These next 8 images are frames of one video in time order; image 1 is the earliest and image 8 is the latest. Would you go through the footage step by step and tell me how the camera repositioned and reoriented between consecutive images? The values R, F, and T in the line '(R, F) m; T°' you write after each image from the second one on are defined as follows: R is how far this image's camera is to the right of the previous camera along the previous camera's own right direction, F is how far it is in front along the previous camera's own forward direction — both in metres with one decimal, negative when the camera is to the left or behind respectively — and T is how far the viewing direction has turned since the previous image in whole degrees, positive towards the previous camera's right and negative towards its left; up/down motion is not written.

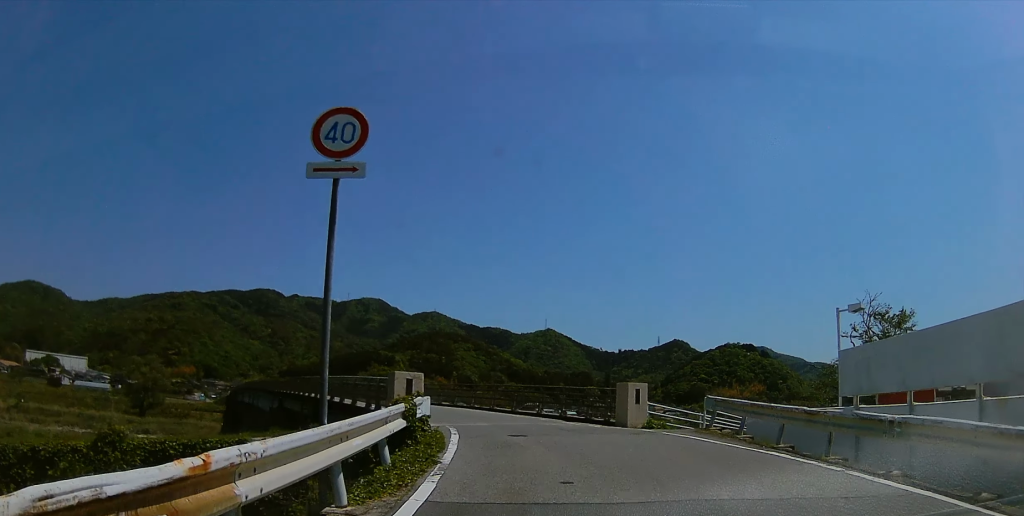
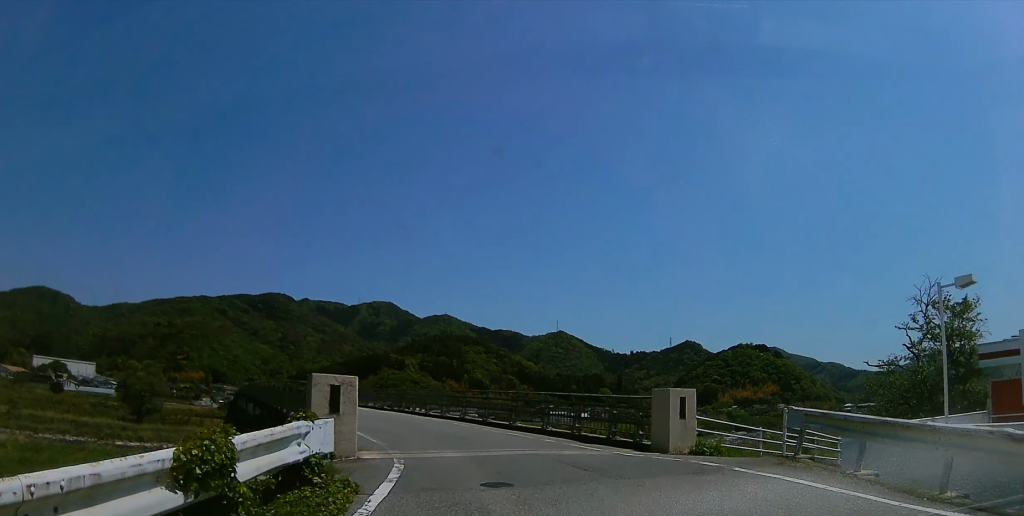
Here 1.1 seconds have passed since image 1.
(+0.2, +5.6) m; 0°
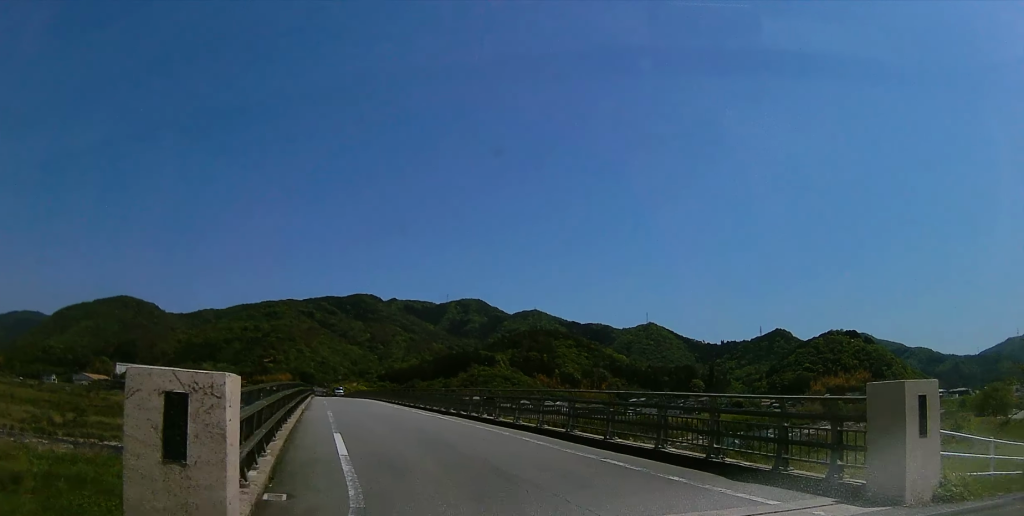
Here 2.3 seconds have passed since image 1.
(-0.4, +6.3) m; -8°
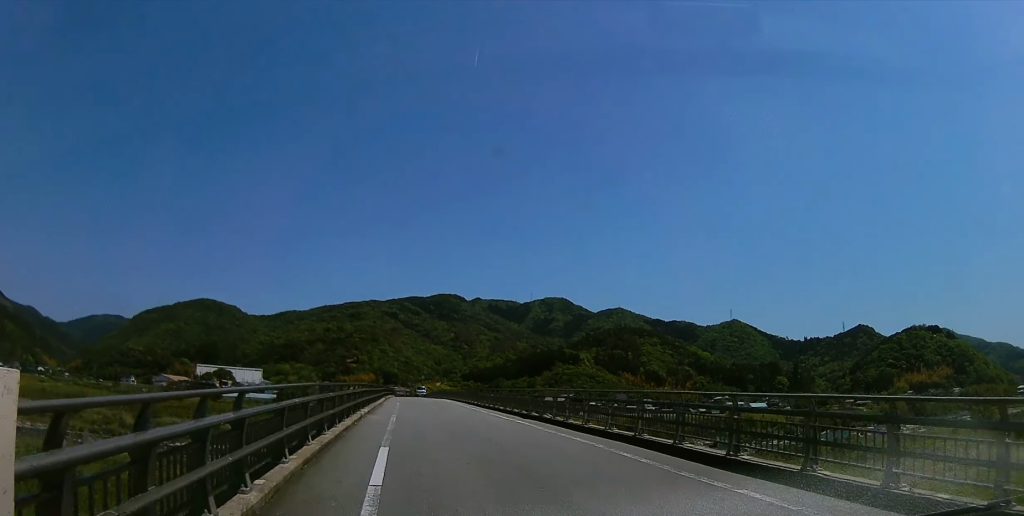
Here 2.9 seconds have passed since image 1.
(-0.1, +3.1) m; -7°
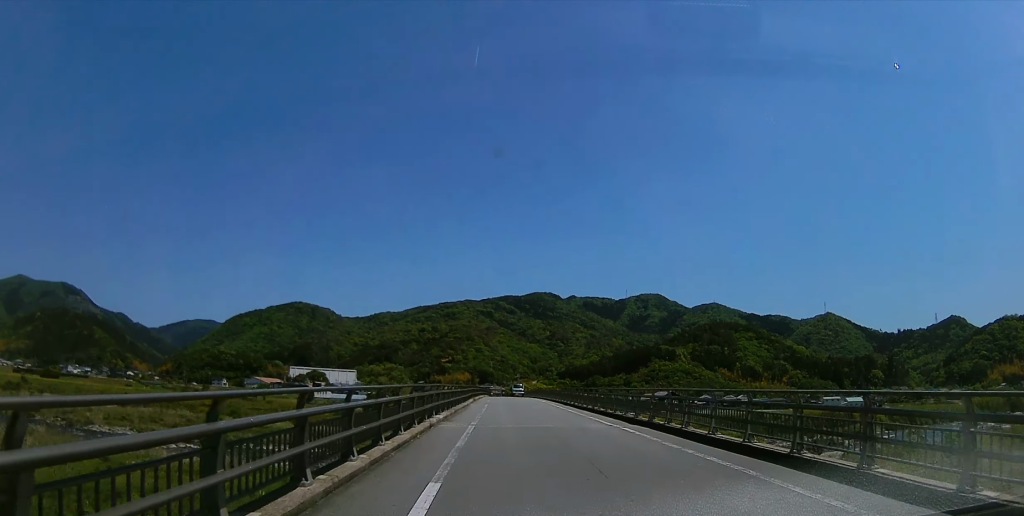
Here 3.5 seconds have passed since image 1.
(+0.2, +3.8) m; -11°
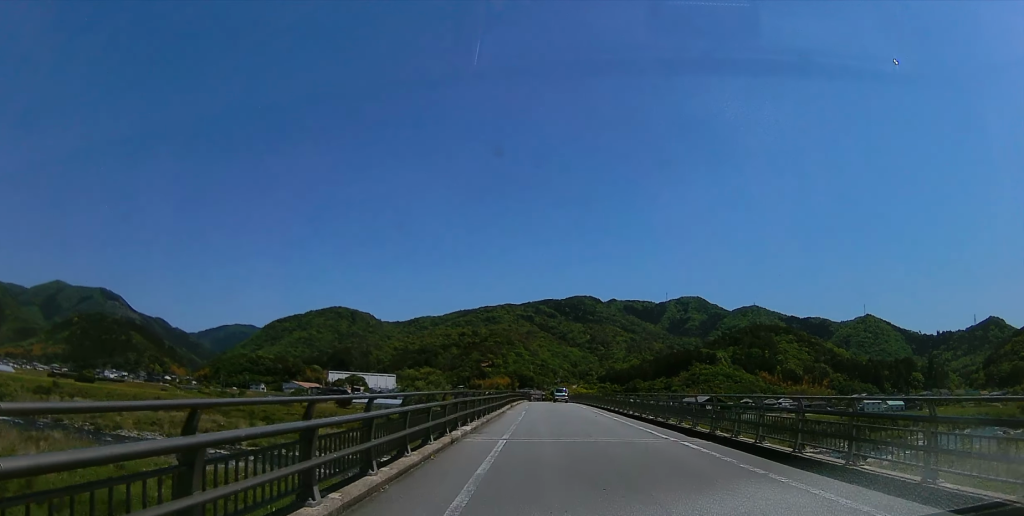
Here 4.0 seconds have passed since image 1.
(-0.6, +2.8) m; -6°
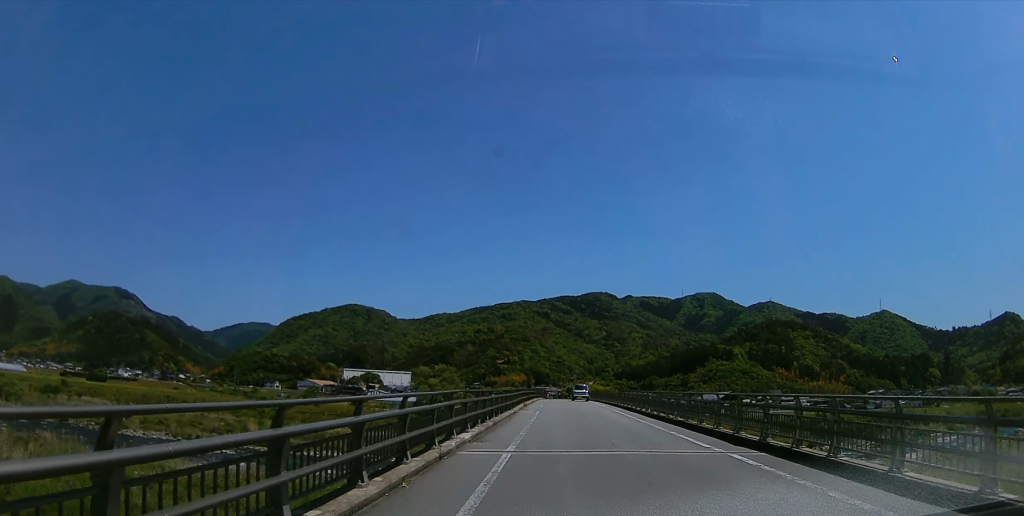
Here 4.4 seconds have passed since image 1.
(-0.4, +2.9) m; -6°
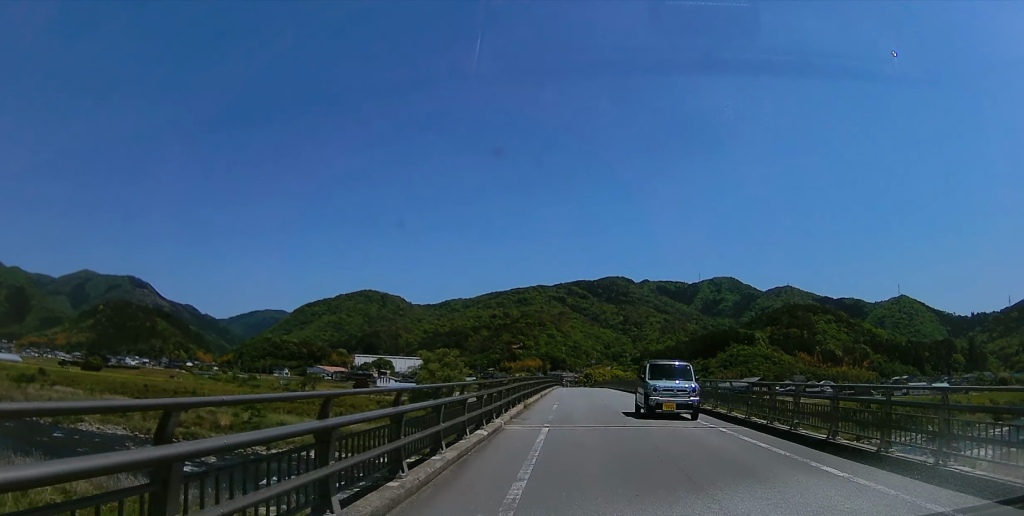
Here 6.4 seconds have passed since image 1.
(+0.4, +15.2) m; +6°
